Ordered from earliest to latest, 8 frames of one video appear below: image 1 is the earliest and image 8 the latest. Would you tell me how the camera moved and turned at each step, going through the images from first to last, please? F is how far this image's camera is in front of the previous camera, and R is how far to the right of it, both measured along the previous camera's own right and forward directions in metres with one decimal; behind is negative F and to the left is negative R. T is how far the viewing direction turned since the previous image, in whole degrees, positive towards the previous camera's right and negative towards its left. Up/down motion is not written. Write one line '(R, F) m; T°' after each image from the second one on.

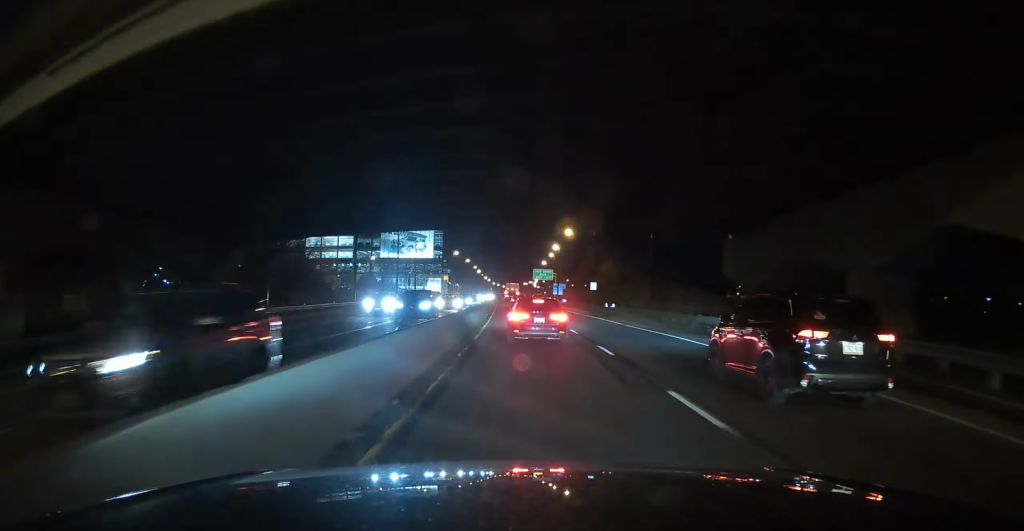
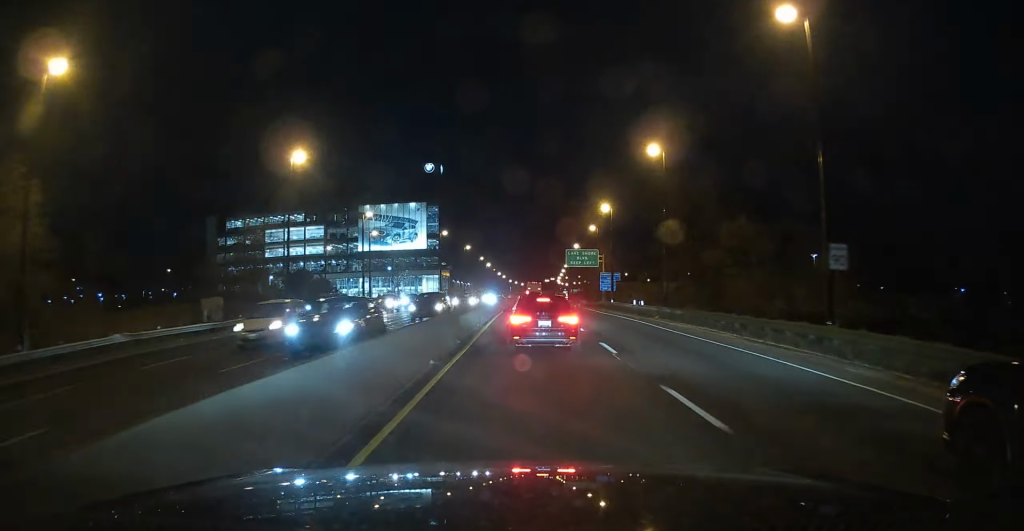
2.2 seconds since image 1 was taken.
(-1.2, +52.4) m; -2°
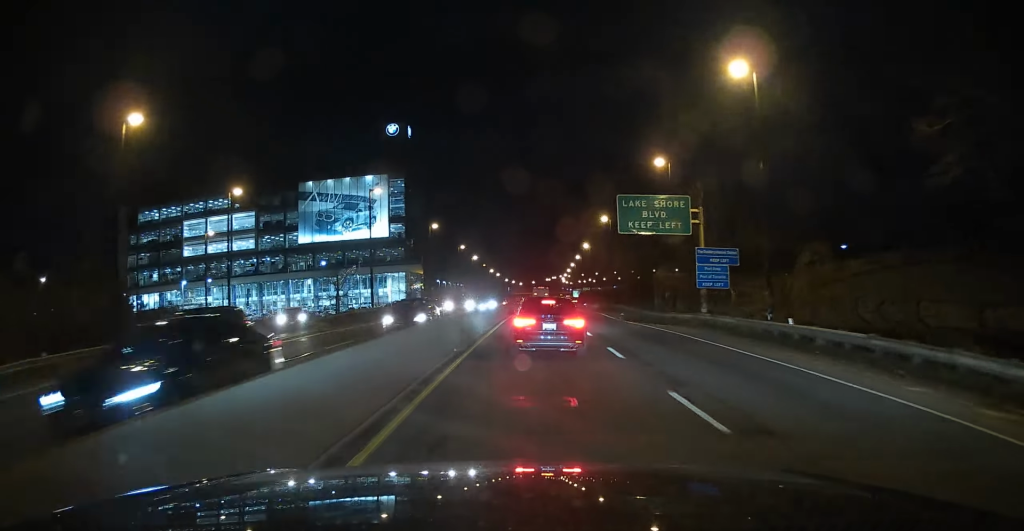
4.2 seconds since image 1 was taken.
(-1.0, +47.1) m; 0°
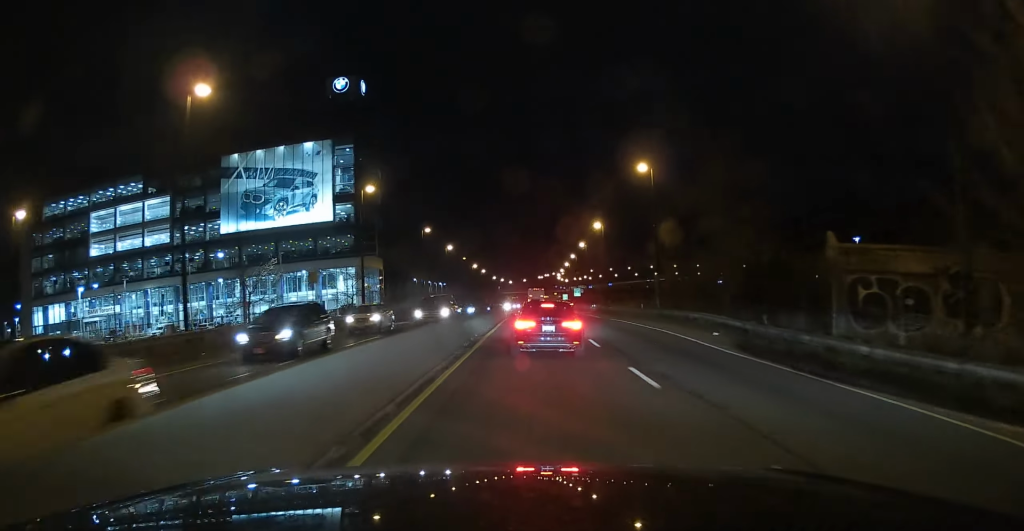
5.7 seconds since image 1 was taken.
(+0.3, +32.3) m; 0°
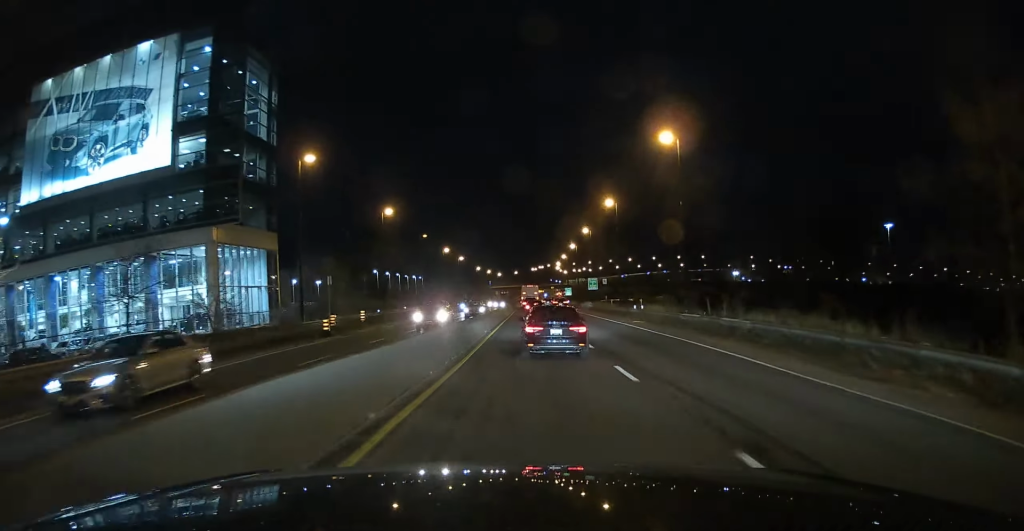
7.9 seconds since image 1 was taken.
(+0.4, +46.0) m; 0°
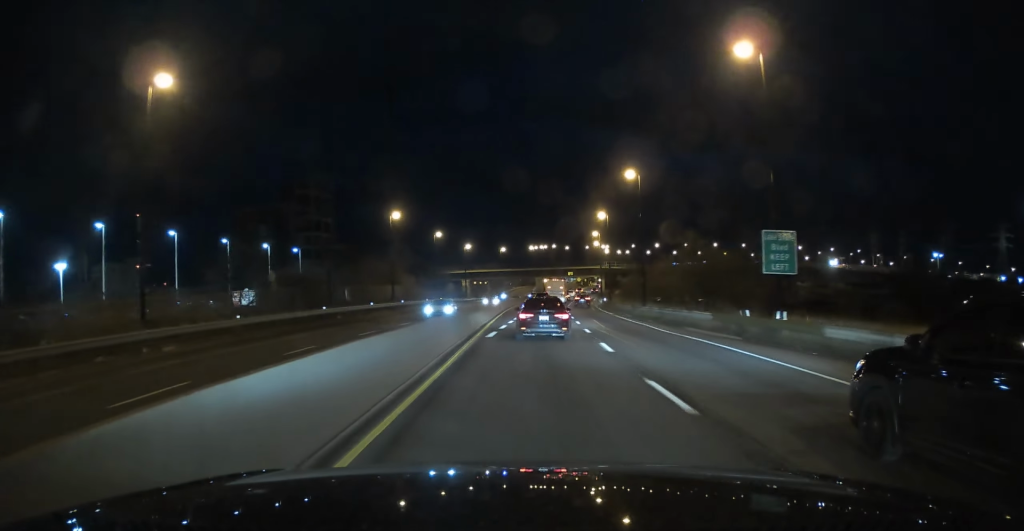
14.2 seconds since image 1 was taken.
(+0.7, +122.6) m; +2°
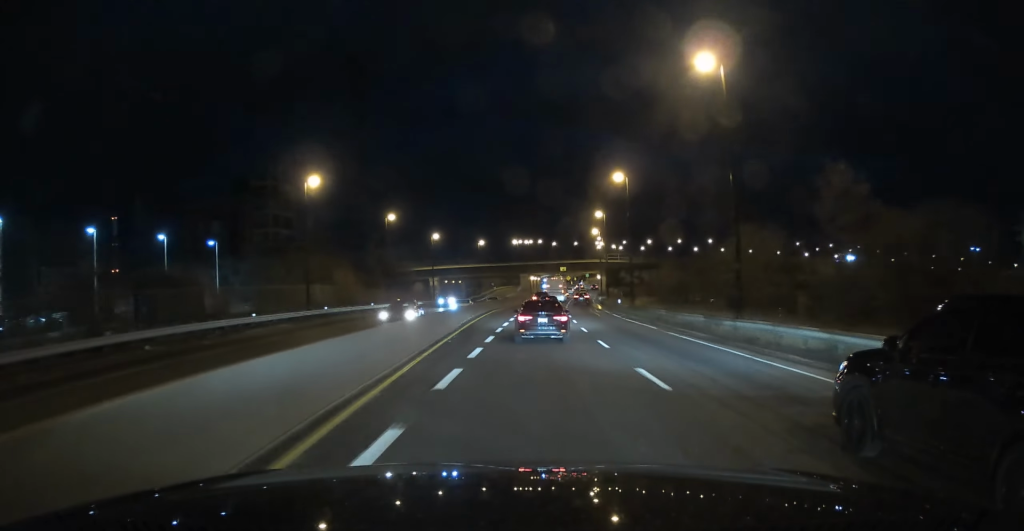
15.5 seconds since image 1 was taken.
(0.0, +24.7) m; +1°
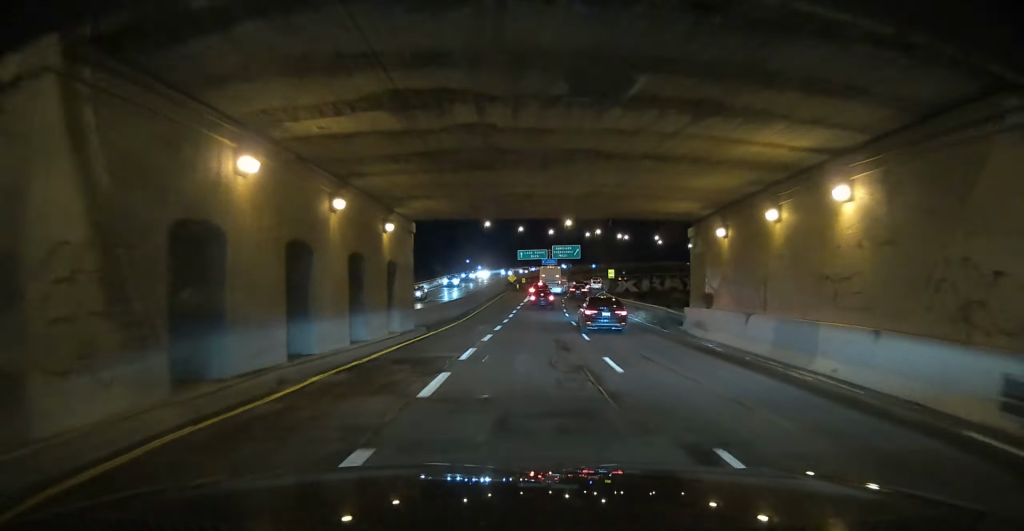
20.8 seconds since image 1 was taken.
(+4.4, +98.7) m; +6°
